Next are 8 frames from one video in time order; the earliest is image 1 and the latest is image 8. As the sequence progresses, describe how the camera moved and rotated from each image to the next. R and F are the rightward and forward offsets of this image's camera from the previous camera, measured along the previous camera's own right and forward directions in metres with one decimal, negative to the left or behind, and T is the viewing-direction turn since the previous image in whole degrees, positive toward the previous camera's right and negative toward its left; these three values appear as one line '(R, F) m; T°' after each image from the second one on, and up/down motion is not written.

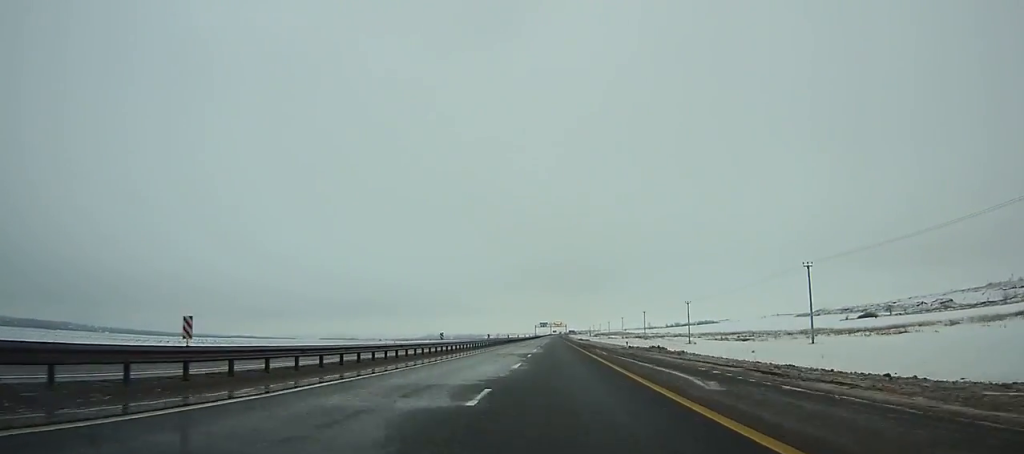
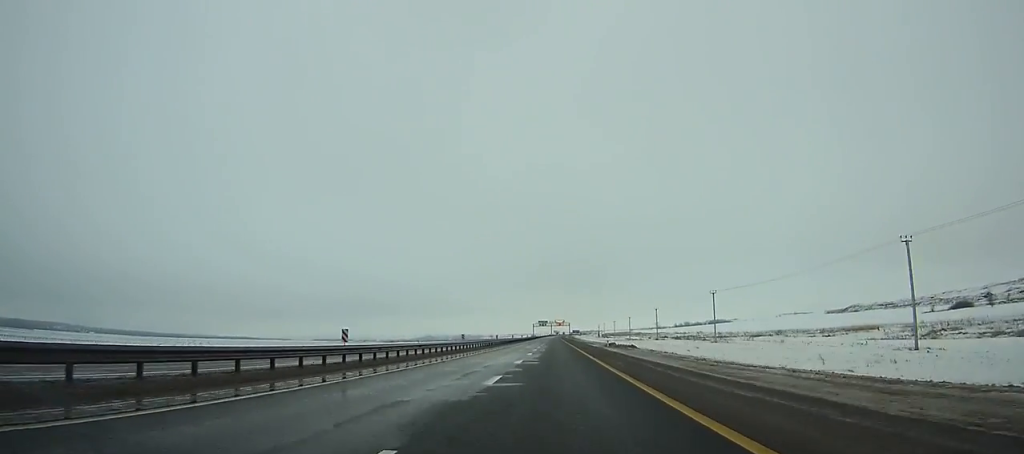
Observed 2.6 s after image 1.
(0.0, +76.6) m; 0°
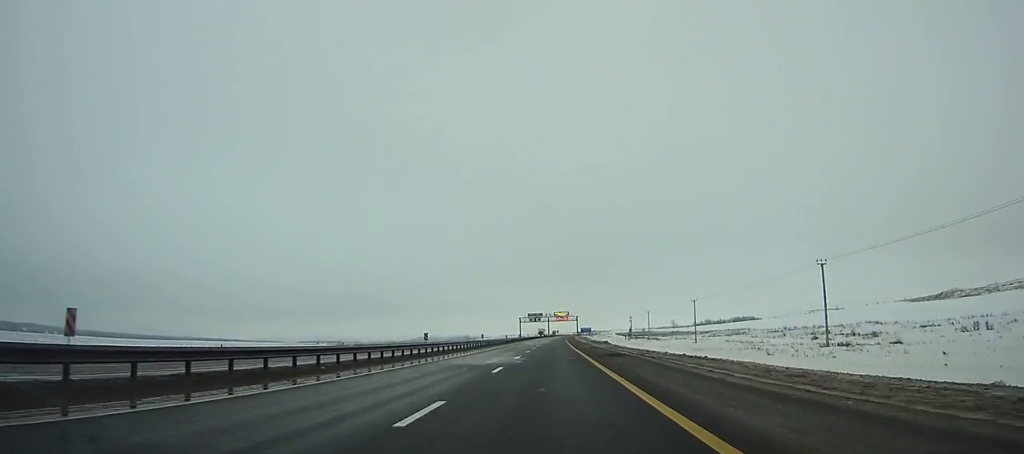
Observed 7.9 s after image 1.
(0.0, +156.0) m; 0°
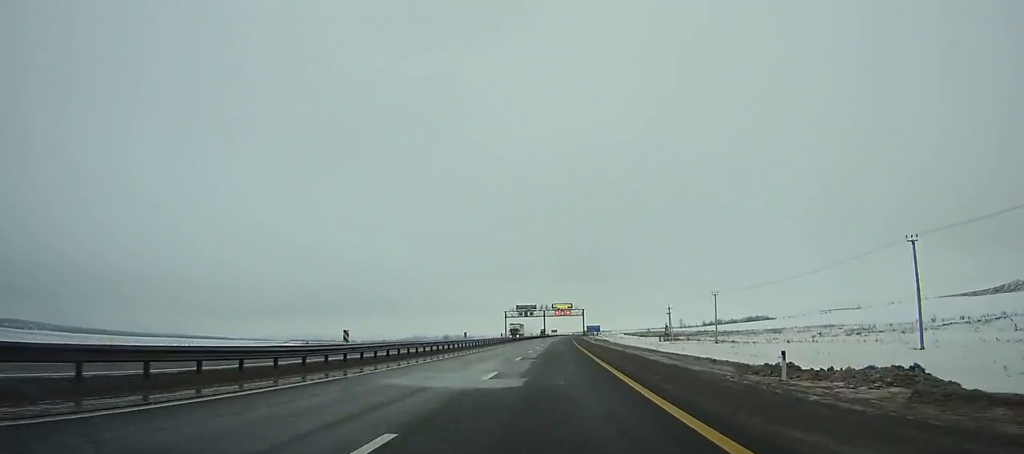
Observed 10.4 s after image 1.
(-0.2, +73.3) m; 0°
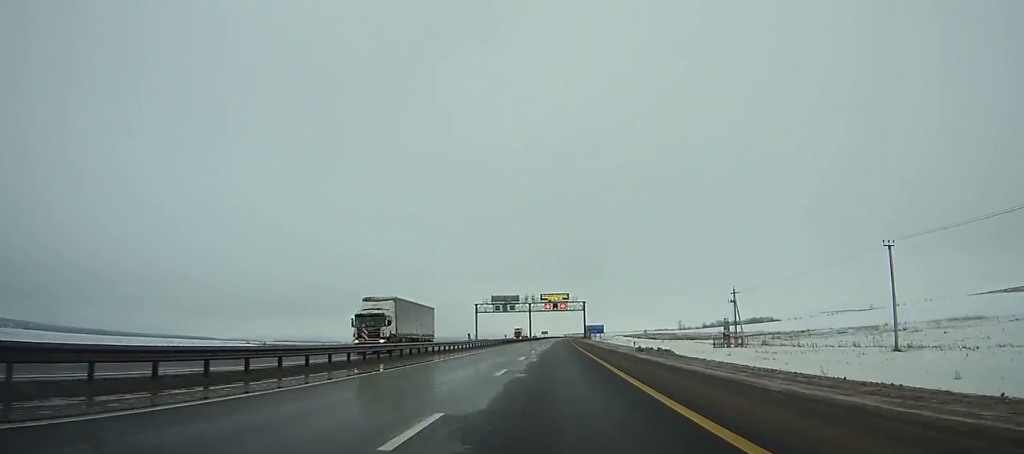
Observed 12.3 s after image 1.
(+0.2, +55.6) m; +1°
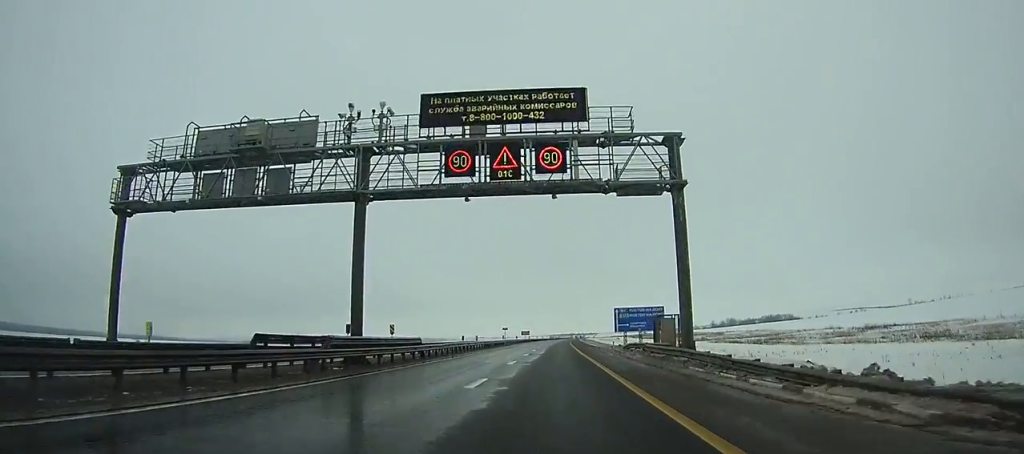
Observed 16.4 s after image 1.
(+1.5, +120.1) m; +2°
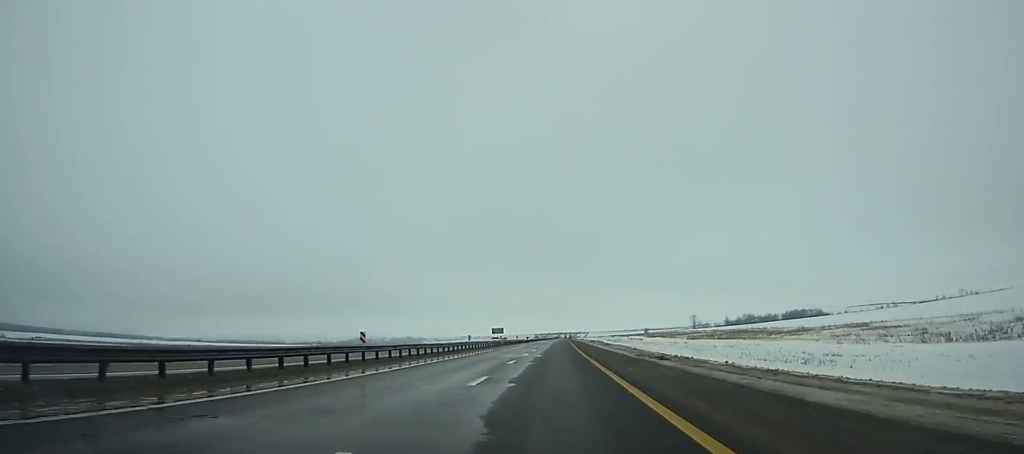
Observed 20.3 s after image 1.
(+1.8, +115.2) m; +2°
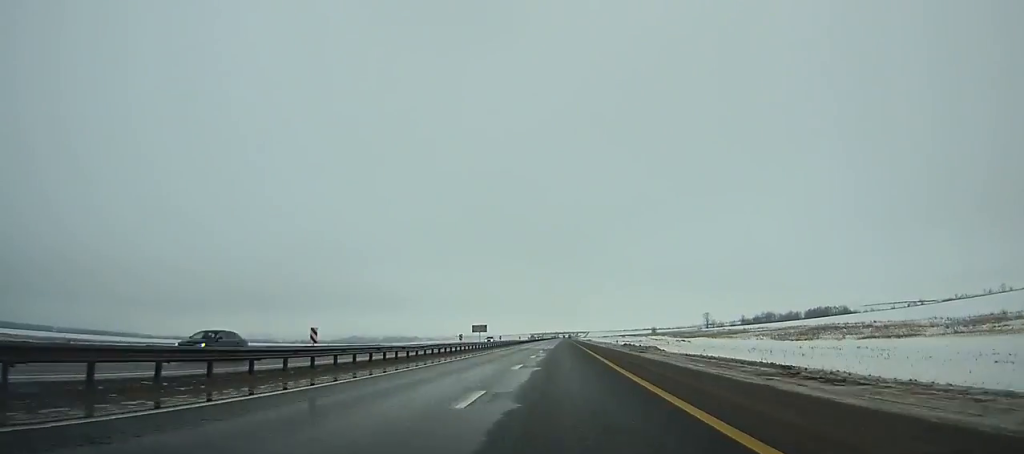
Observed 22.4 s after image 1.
(+0.5, +62.5) m; +1°
